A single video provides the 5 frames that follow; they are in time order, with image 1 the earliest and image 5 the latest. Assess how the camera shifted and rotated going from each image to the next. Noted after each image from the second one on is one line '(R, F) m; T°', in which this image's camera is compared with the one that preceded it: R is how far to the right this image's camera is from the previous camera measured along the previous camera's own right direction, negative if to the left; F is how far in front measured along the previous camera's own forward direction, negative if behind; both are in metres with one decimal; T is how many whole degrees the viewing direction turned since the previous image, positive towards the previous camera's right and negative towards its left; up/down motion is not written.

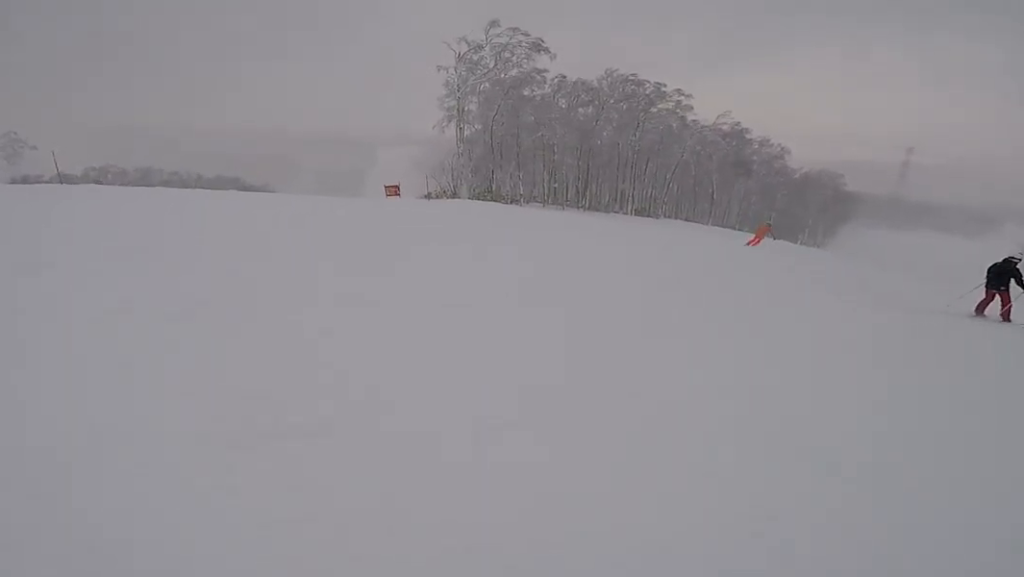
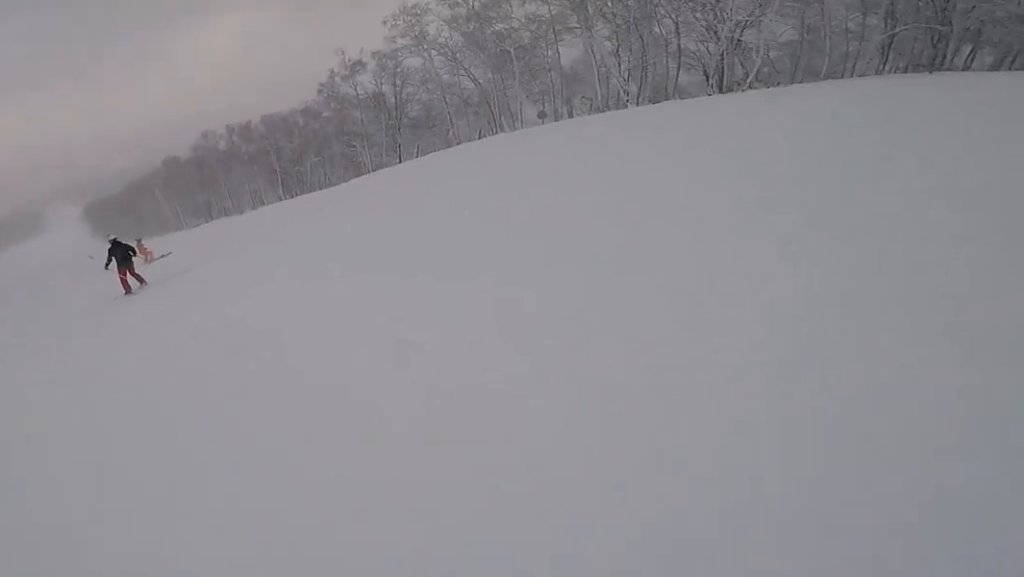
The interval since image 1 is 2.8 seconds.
(+12.5, +13.2) m; +71°
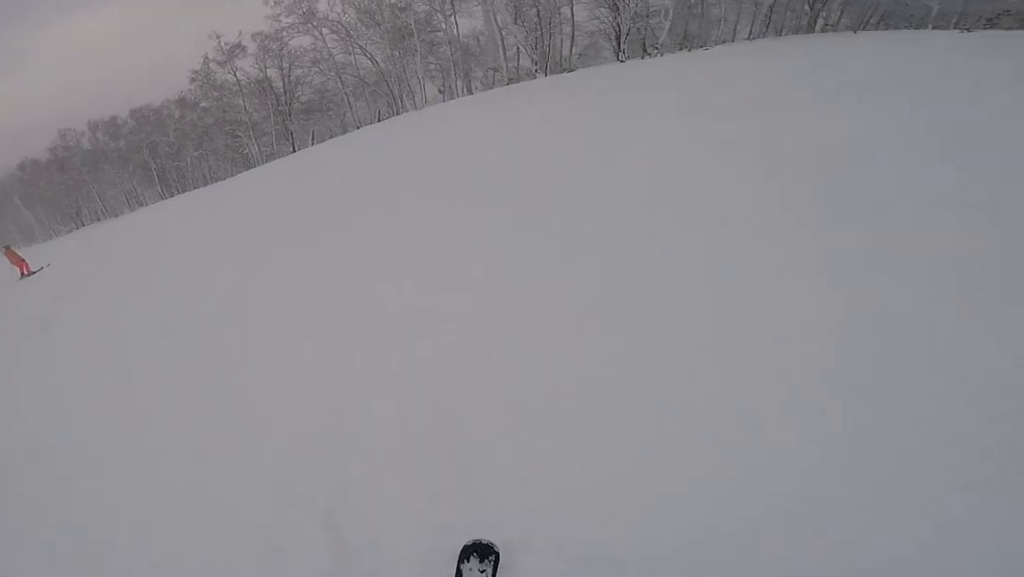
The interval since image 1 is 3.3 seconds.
(+0.5, +3.6) m; 0°
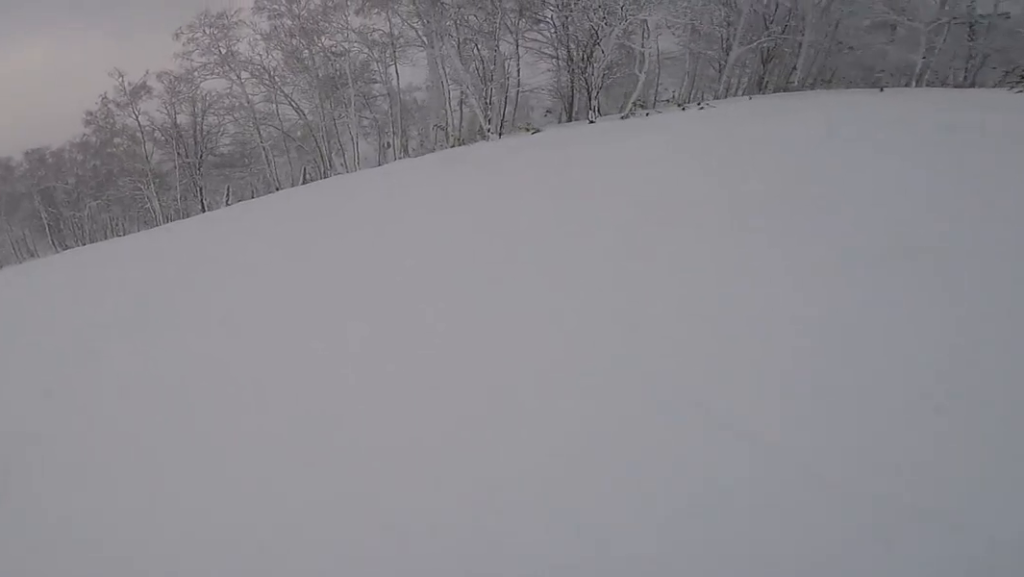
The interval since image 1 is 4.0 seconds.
(-0.8, +5.0) m; -14°
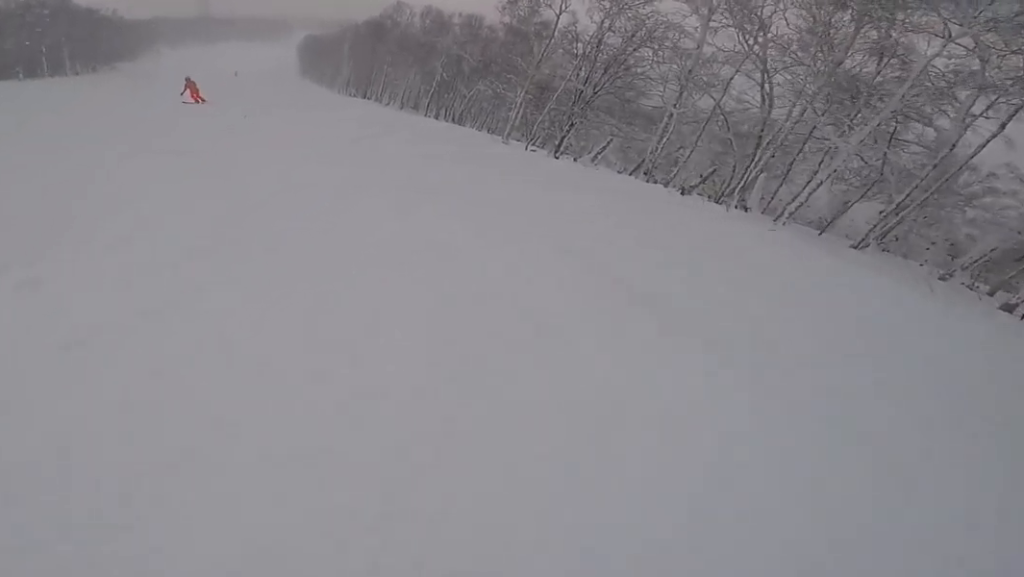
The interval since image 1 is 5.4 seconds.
(-2.6, +9.0) m; -39°
